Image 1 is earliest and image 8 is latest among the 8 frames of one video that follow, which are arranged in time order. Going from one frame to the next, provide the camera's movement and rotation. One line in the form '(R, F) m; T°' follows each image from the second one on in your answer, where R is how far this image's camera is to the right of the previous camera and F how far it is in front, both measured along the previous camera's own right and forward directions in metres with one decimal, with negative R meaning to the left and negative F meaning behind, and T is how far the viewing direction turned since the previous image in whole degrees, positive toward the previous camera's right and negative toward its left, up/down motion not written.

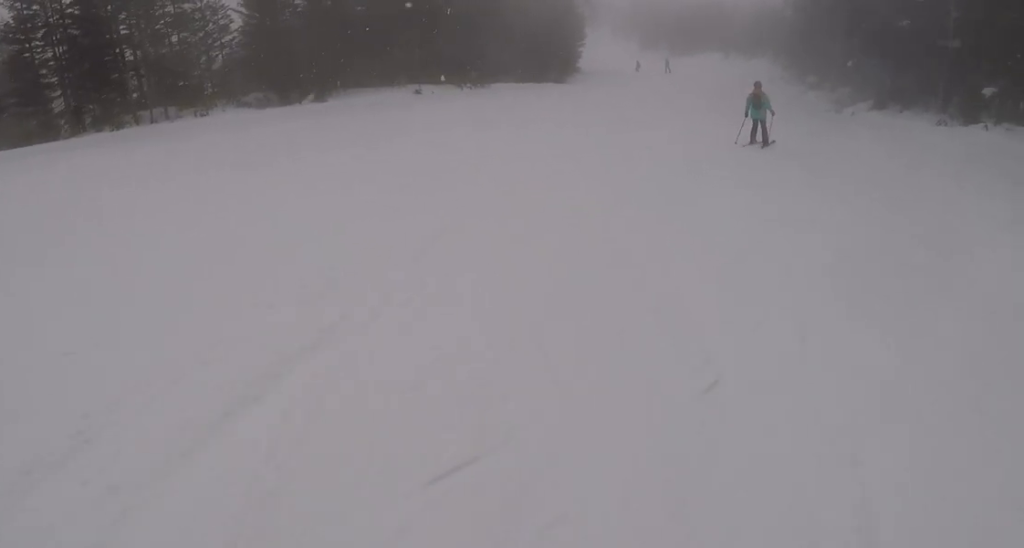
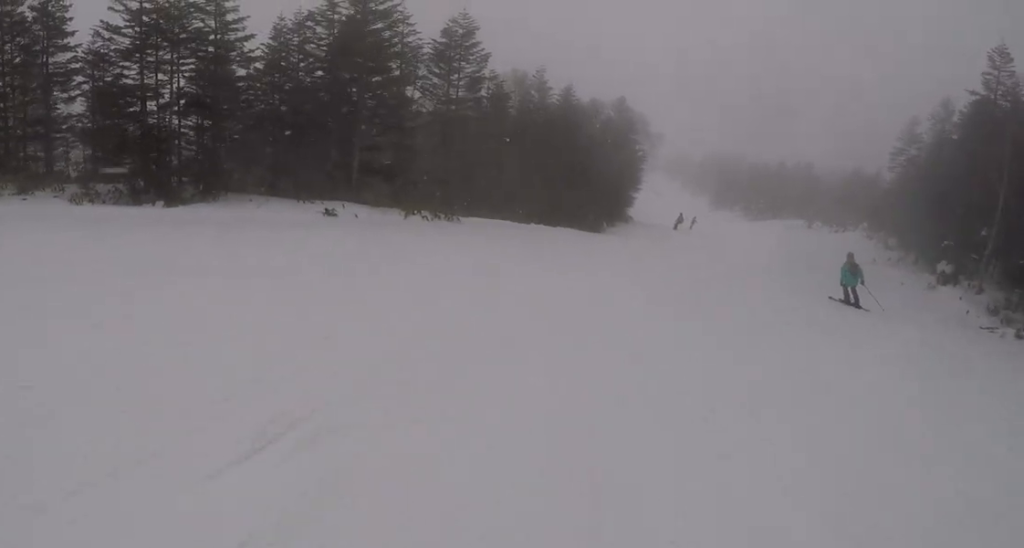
(+2.1, +14.6) m; +1°
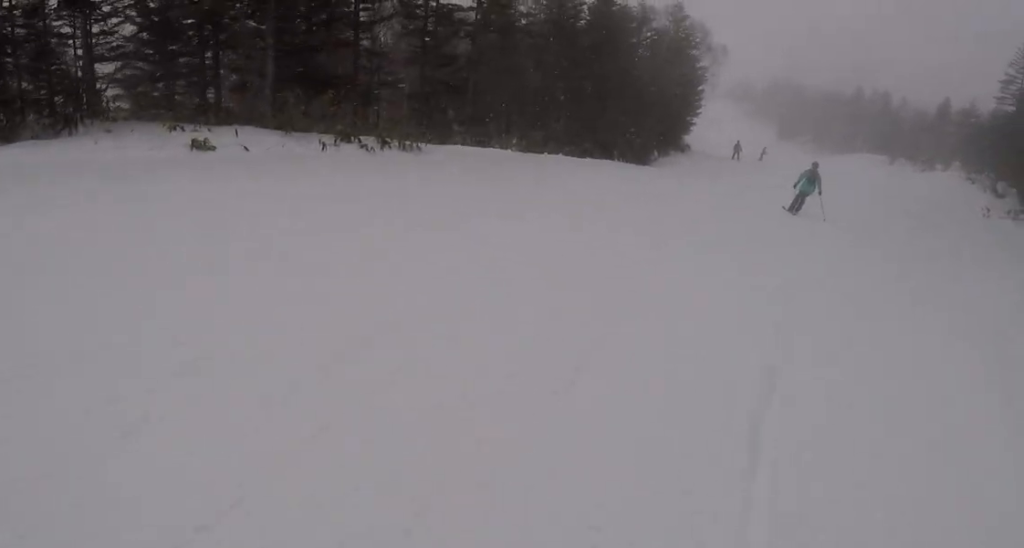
(-1.4, +8.7) m; -8°
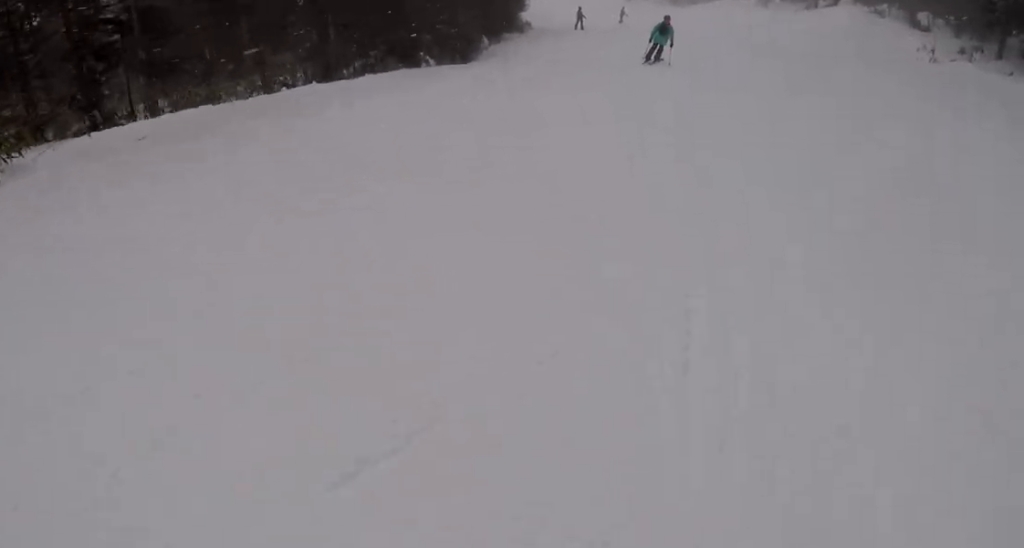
(+0.5, +8.5) m; +15°
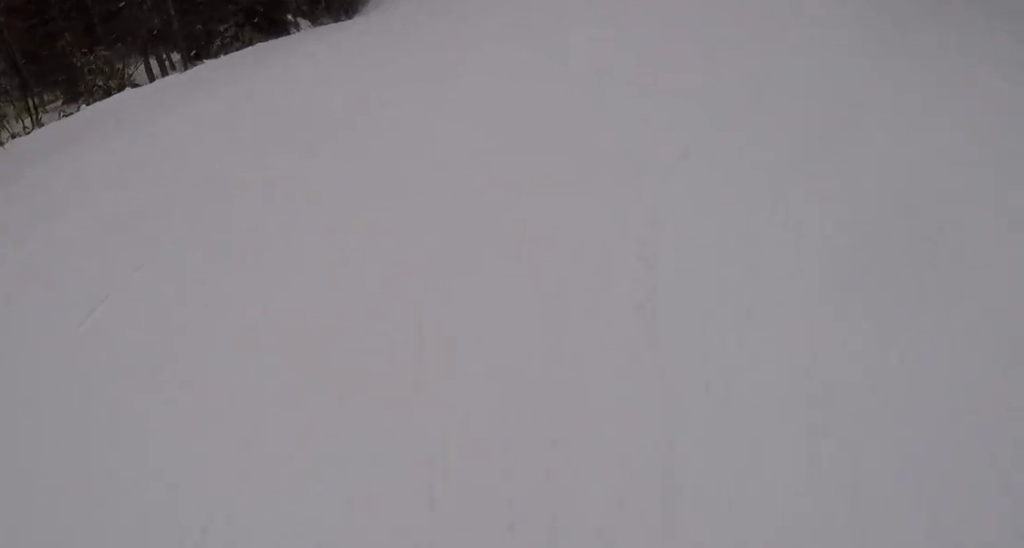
(+0.7, +3.7) m; +4°
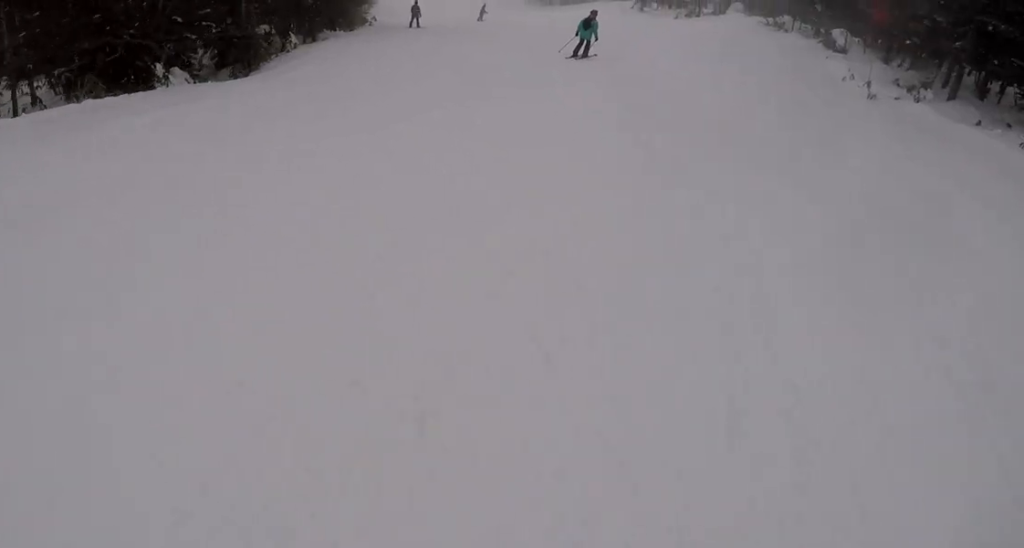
(+0.5, +4.2) m; +4°
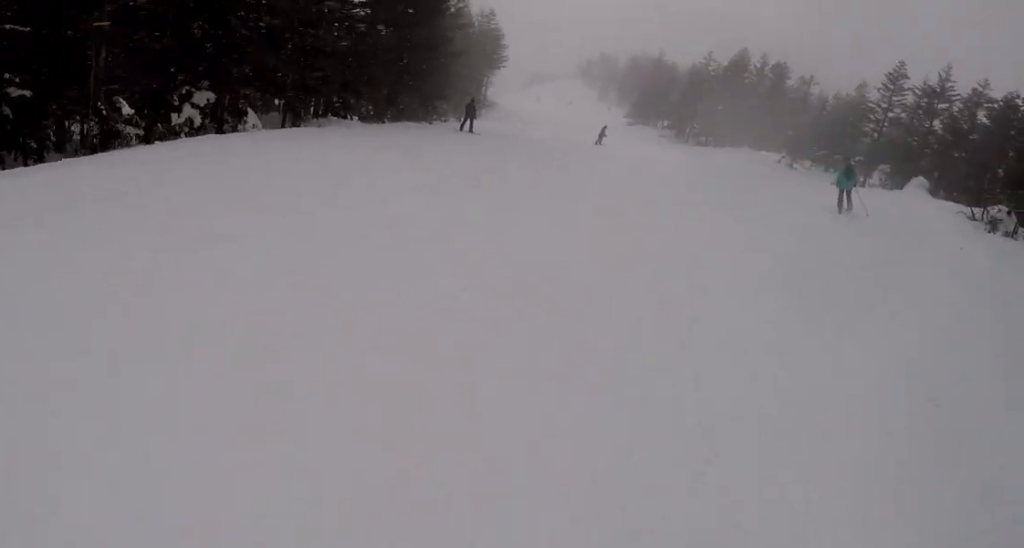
(-0.9, +10.6) m; -10°
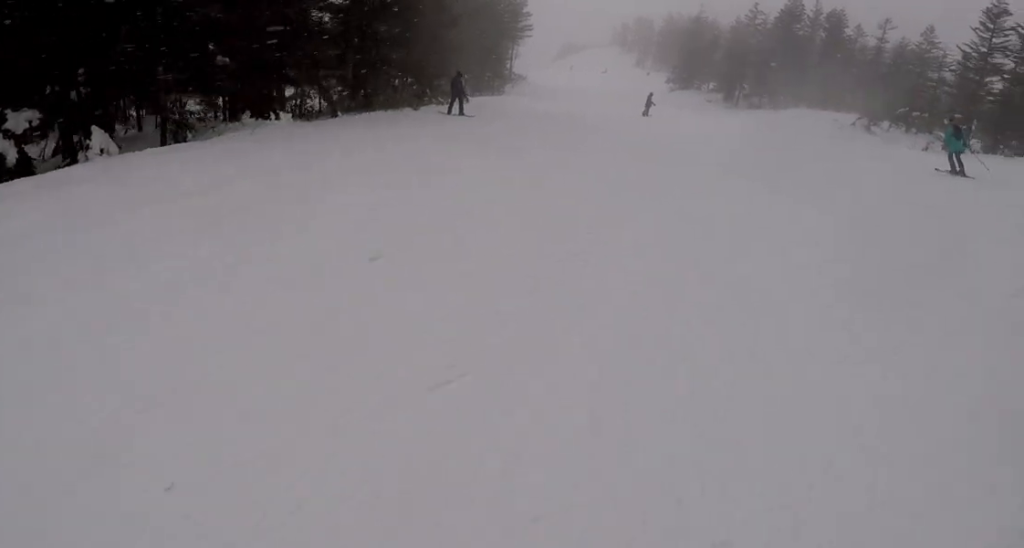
(-0.4, +7.1) m; -6°
